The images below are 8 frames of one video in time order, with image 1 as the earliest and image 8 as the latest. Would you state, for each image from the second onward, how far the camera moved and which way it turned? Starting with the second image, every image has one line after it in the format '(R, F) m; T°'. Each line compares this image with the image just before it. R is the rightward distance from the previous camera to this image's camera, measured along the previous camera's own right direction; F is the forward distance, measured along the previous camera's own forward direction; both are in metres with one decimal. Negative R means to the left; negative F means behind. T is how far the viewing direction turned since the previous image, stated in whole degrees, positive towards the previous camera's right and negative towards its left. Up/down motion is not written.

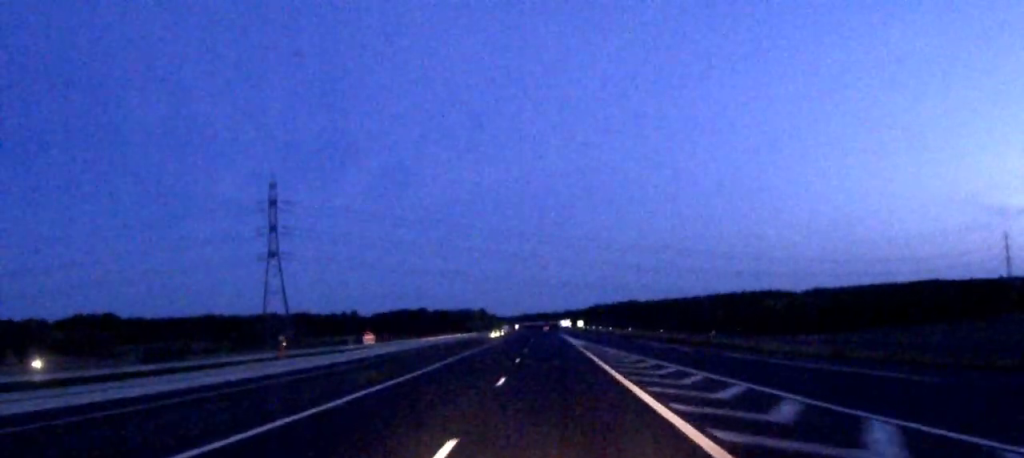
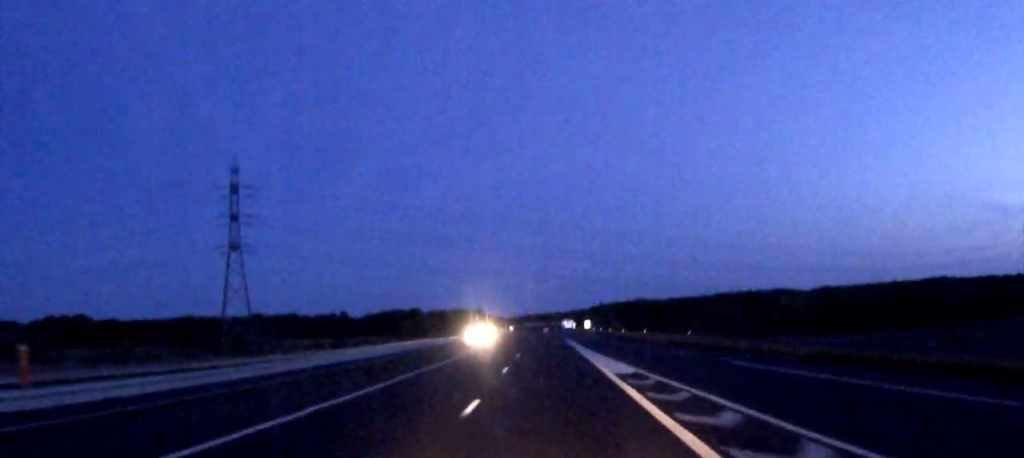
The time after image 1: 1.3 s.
(0.0, +33.0) m; 0°
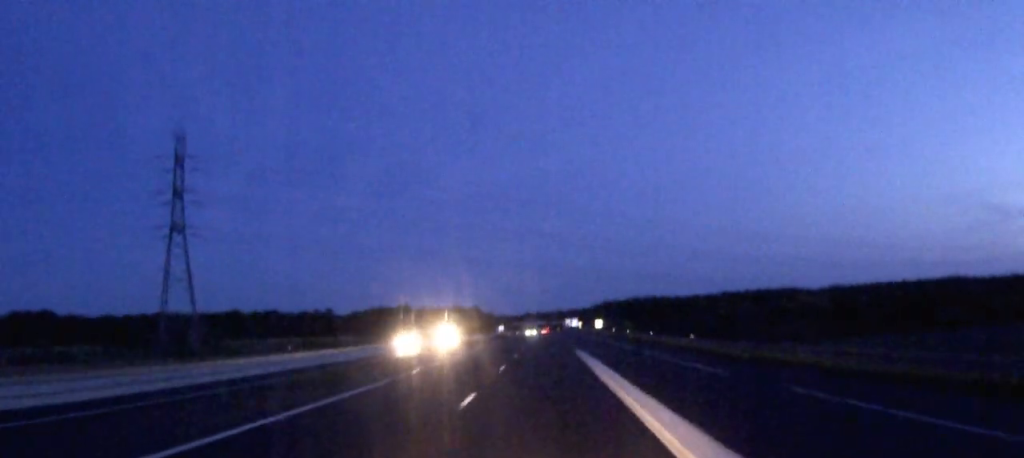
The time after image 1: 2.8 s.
(0.0, +37.1) m; 0°
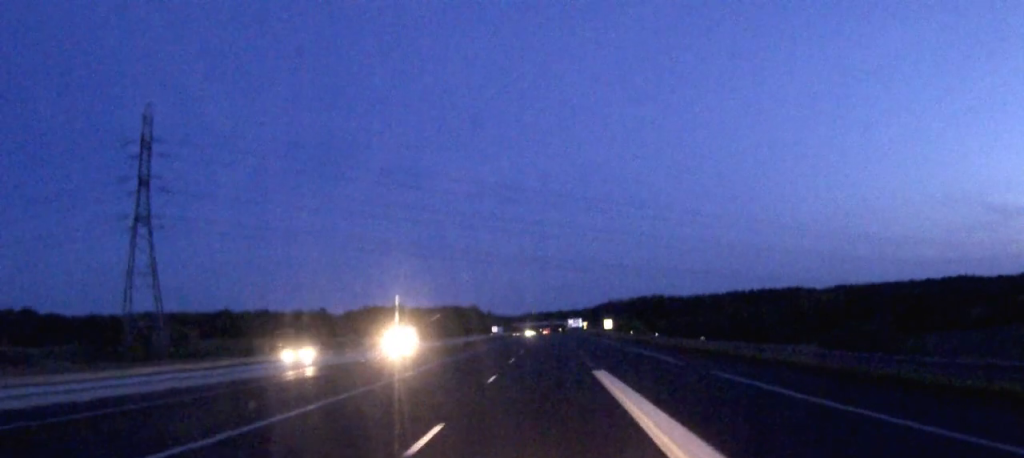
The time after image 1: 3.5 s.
(0.0, +18.5) m; 0°
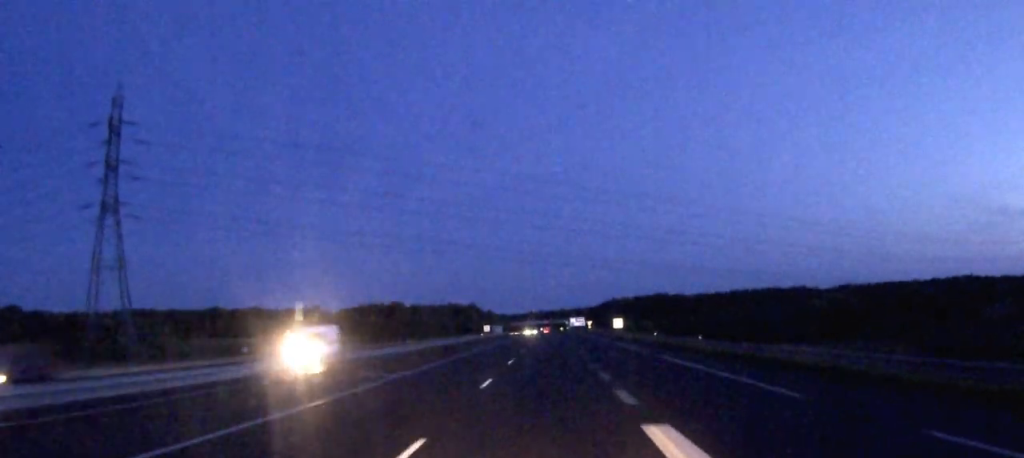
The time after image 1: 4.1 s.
(0.0, +15.1) m; 0°
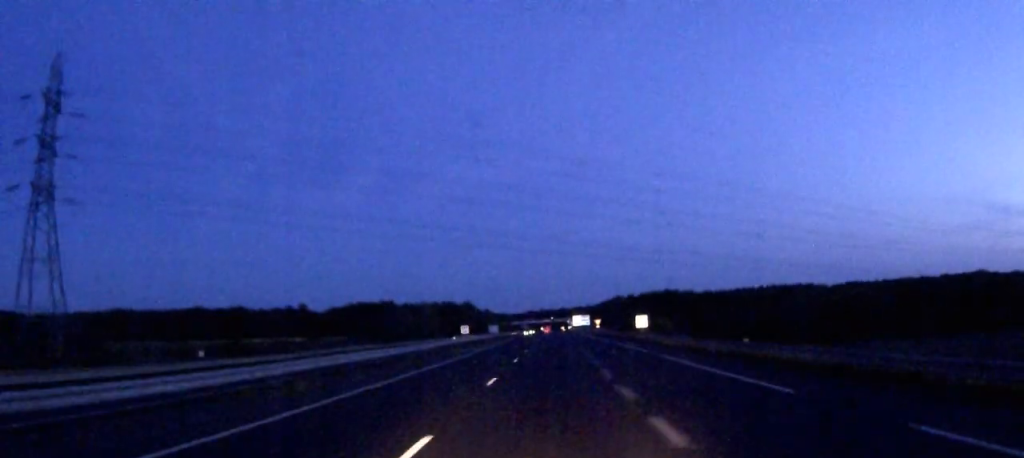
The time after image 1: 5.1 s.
(0.0, +25.2) m; 0°
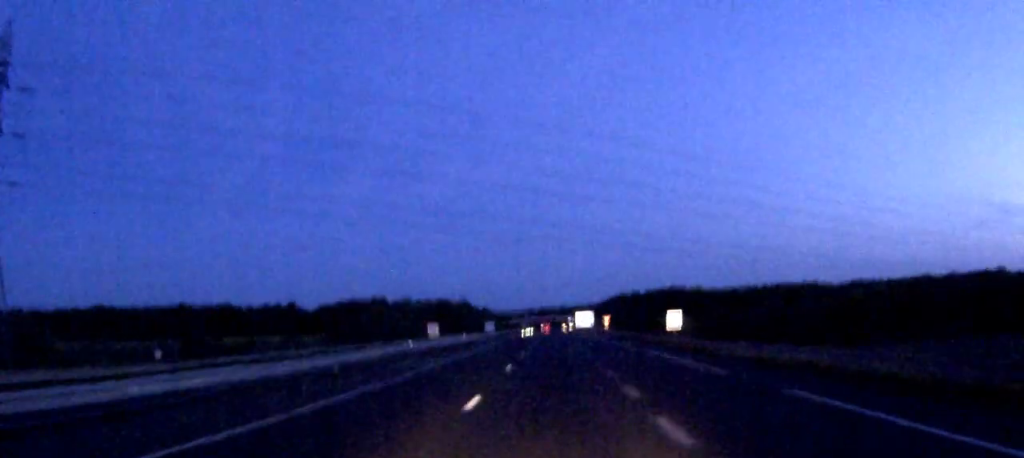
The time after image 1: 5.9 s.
(0.0, +19.3) m; 0°
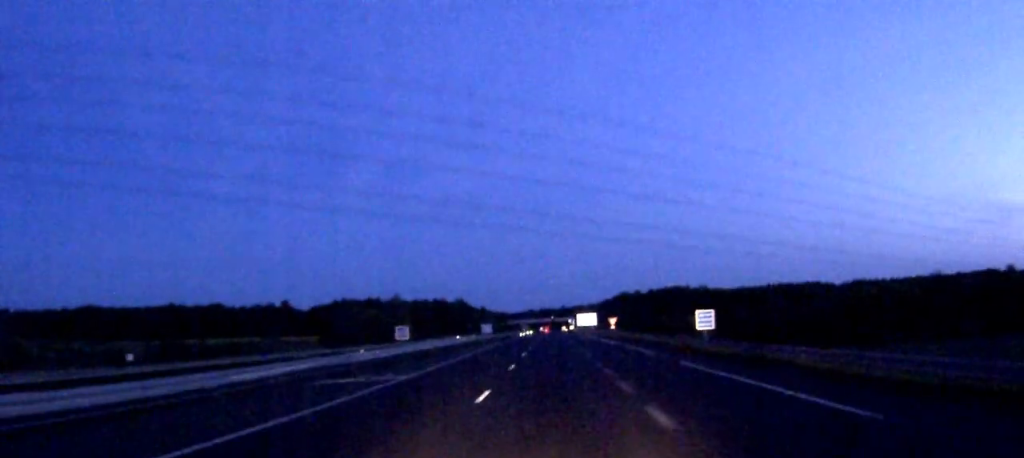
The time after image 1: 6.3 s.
(0.0, +10.9) m; 0°
